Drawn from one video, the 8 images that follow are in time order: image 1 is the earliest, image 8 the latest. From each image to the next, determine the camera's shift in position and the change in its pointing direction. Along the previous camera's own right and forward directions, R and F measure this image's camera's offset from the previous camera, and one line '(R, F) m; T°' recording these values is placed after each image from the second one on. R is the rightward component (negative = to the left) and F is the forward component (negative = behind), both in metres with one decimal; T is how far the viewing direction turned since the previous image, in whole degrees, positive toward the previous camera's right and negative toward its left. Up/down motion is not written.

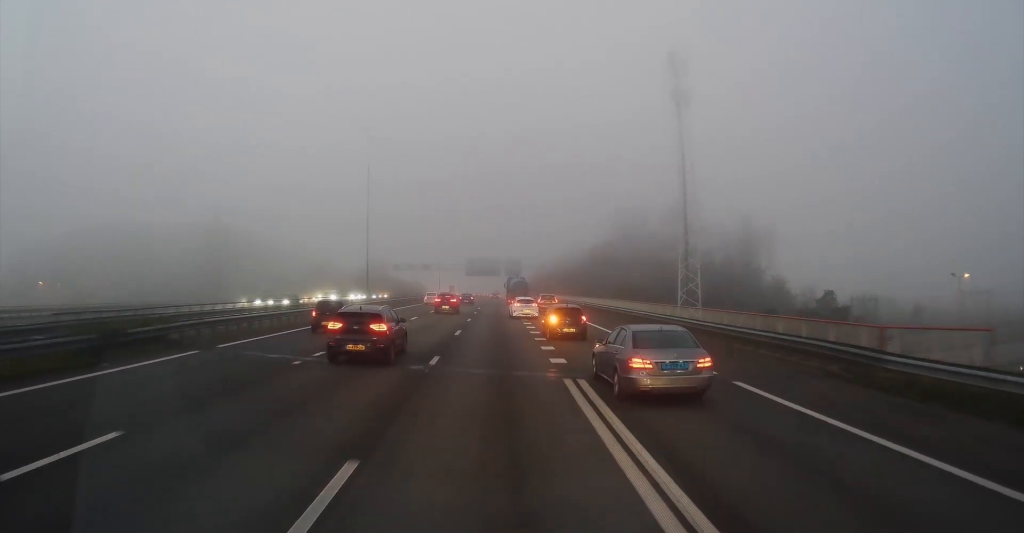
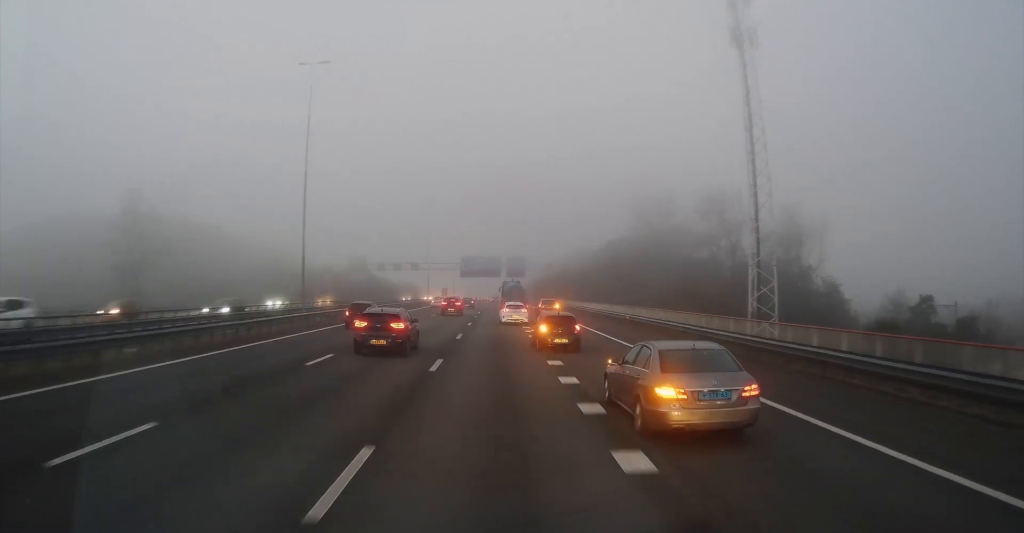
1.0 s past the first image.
(+0.6, +22.8) m; +2°
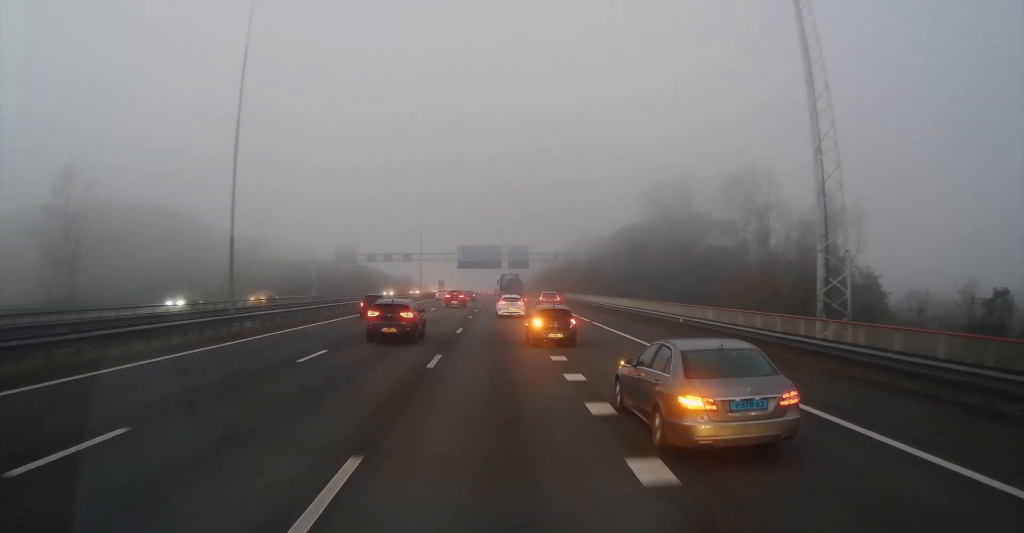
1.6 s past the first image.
(+0.4, +13.3) m; 0°
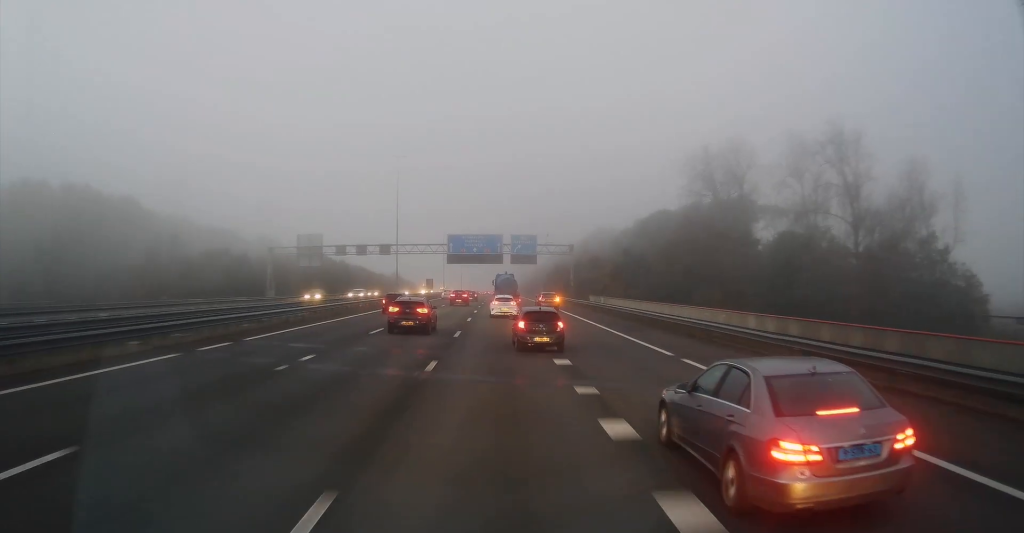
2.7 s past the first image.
(-0.7, +26.0) m; -1°
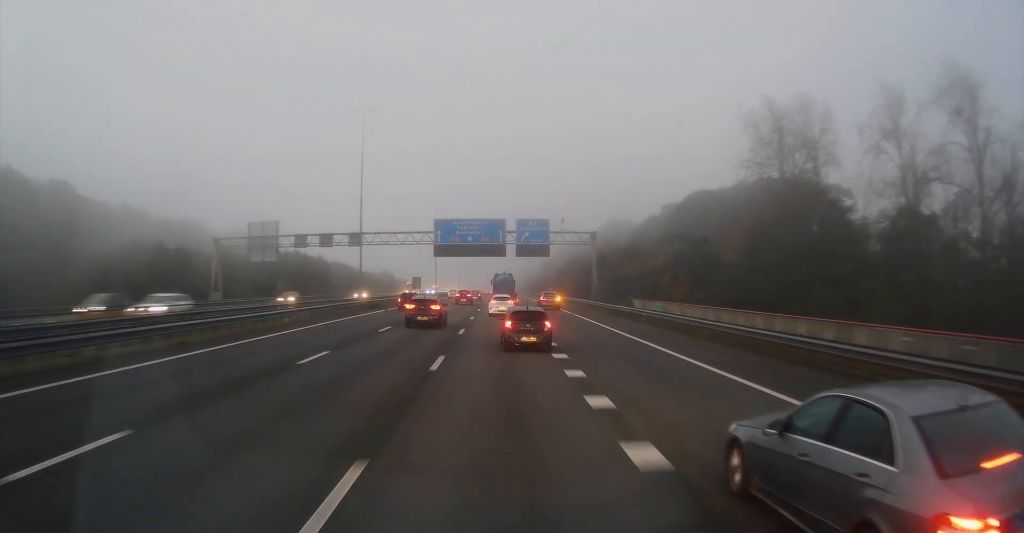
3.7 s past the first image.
(+0.3, +22.7) m; 0°
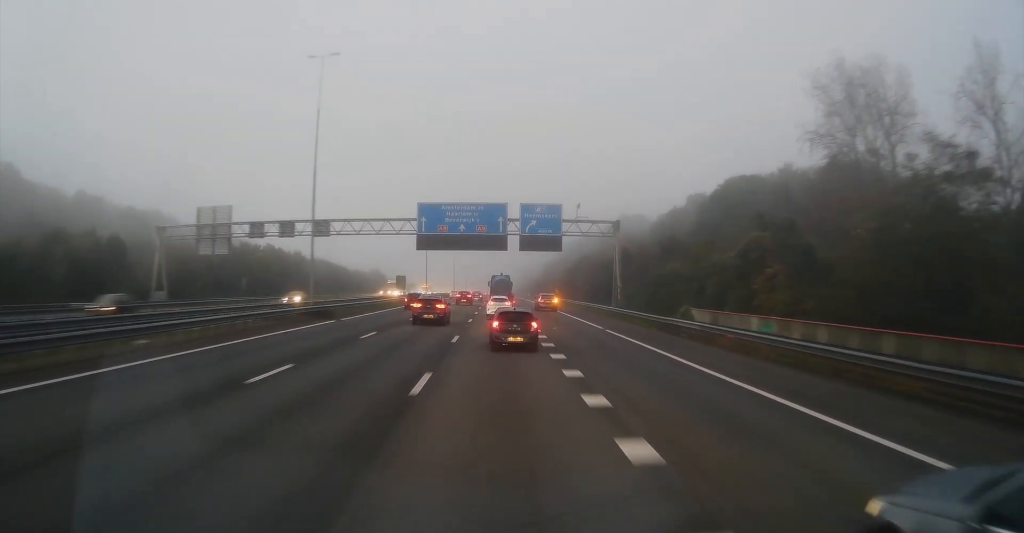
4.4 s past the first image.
(-0.2, +15.9) m; 0°
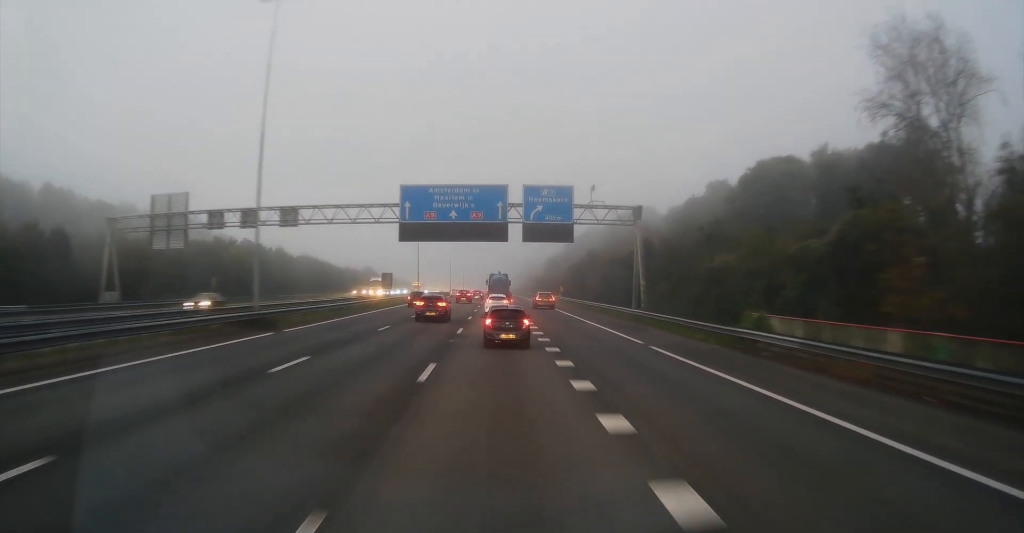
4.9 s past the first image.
(0.0, +10.3) m; 0°
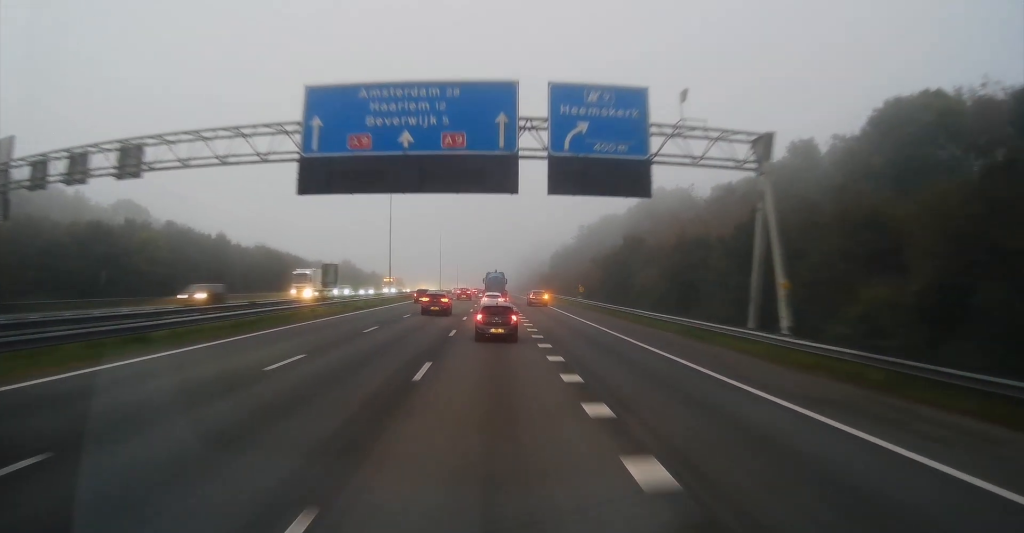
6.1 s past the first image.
(0.0, +27.0) m; 0°
